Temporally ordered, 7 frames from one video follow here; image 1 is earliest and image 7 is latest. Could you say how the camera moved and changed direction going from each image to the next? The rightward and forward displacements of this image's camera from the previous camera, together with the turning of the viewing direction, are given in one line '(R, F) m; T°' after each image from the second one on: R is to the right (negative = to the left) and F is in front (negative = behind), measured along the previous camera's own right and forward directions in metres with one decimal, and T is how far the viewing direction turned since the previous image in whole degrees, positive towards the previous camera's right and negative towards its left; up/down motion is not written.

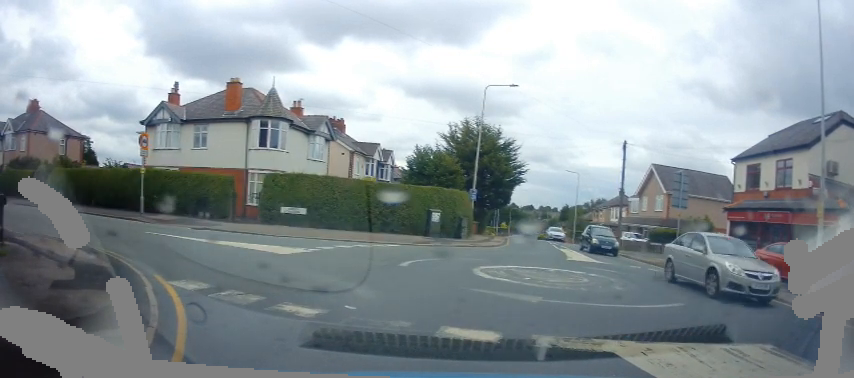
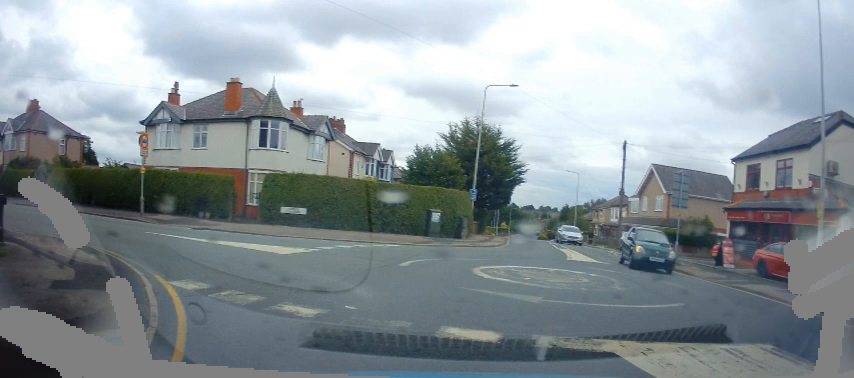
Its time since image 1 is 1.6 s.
(0.0, 0.0) m; 0°
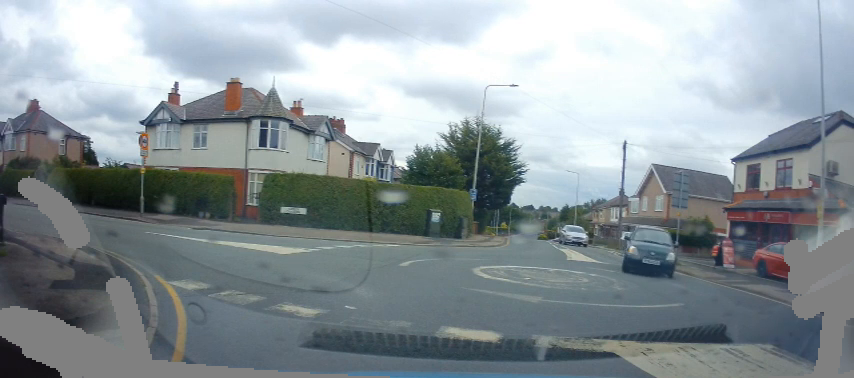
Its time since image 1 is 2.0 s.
(0.0, 0.0) m; 0°
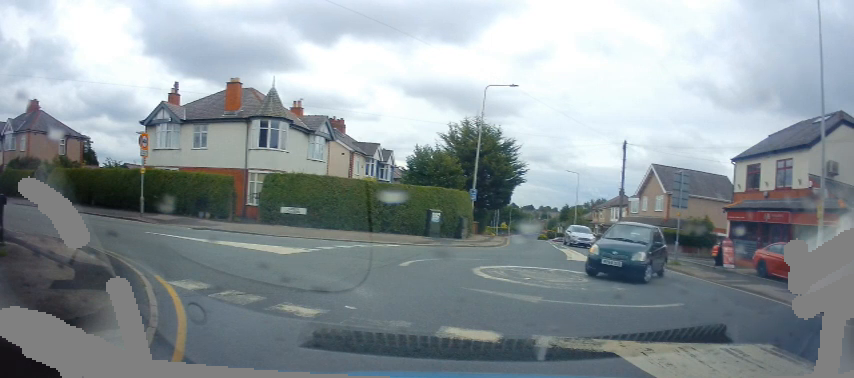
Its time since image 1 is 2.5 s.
(0.0, 0.0) m; 0°
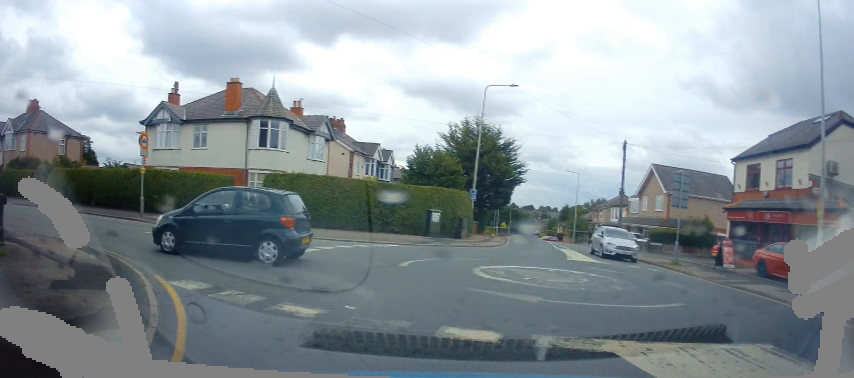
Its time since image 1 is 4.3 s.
(0.0, 0.0) m; 0°
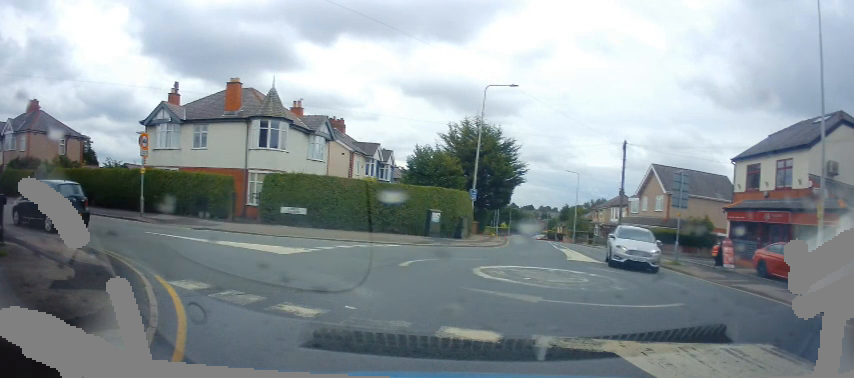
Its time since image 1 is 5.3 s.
(0.0, 0.0) m; 0°
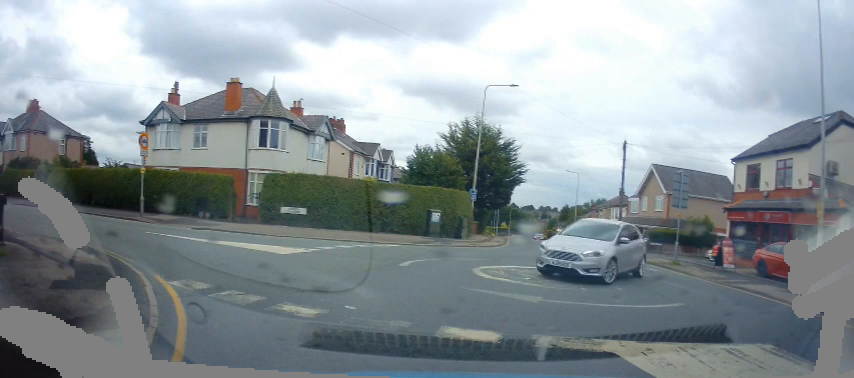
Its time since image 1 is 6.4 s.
(0.0, 0.0) m; 0°
